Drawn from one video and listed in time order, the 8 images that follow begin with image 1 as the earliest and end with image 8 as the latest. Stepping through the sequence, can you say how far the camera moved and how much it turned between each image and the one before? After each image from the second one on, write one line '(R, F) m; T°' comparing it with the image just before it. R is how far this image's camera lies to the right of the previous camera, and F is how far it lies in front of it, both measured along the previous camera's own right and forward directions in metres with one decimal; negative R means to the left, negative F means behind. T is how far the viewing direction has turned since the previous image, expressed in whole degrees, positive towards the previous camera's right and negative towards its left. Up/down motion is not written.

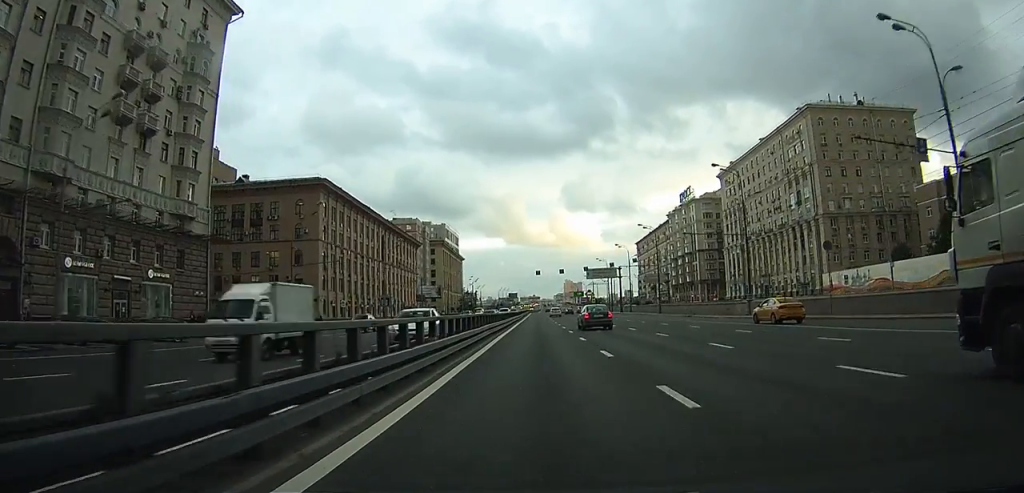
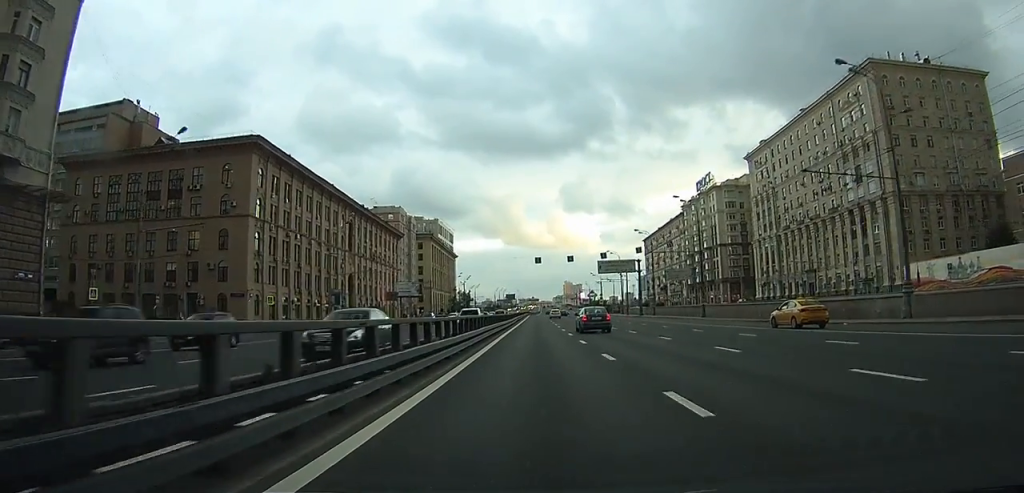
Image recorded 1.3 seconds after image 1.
(0.0, +24.7) m; -1°
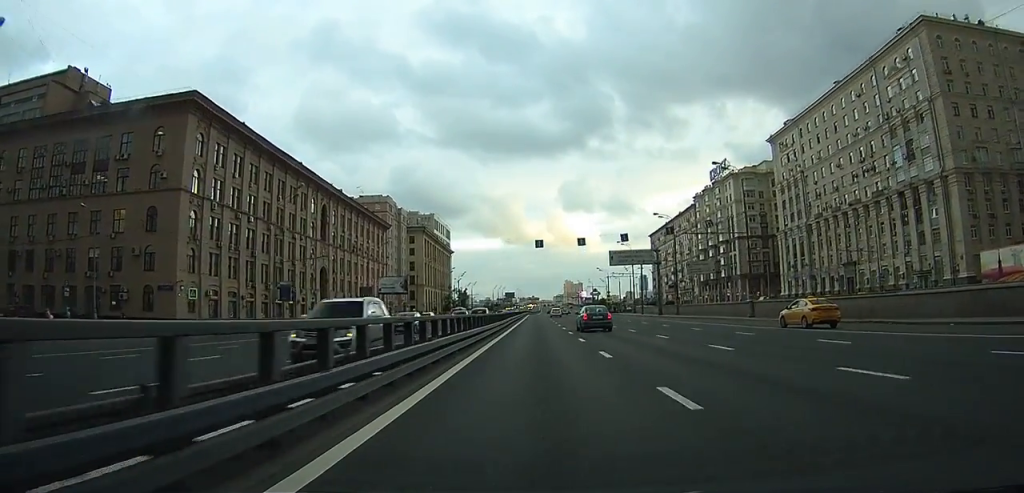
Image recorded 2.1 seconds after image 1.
(-0.2, +15.8) m; 0°
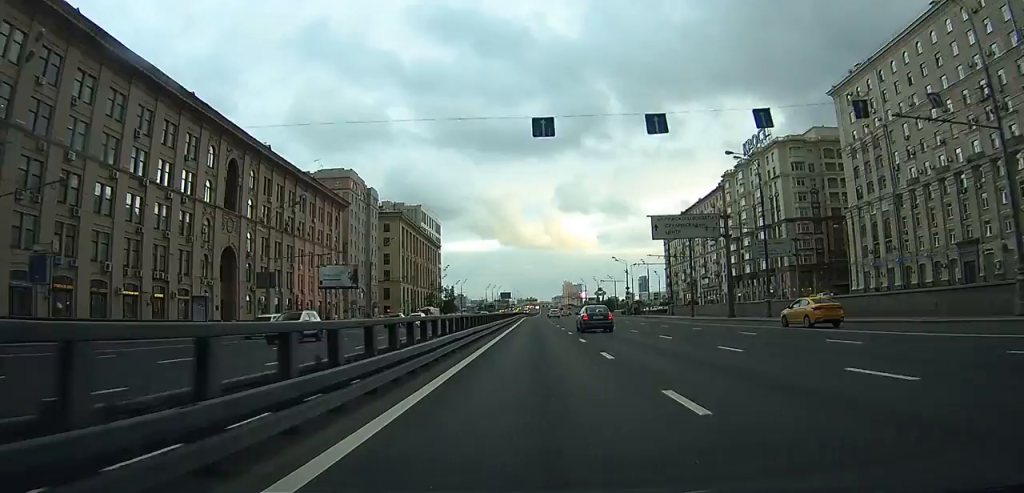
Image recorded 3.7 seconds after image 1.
(+0.3, +33.3) m; +1°
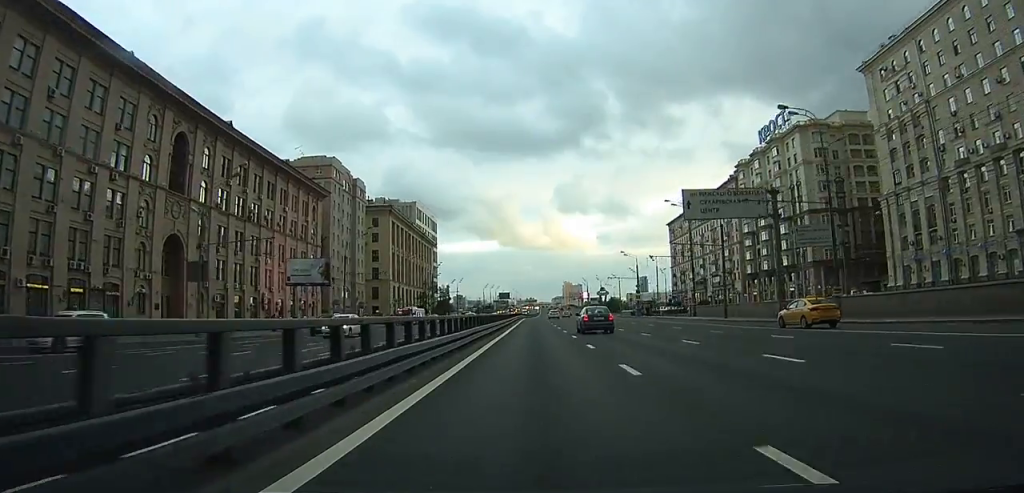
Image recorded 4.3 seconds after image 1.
(0.0, +12.0) m; 0°
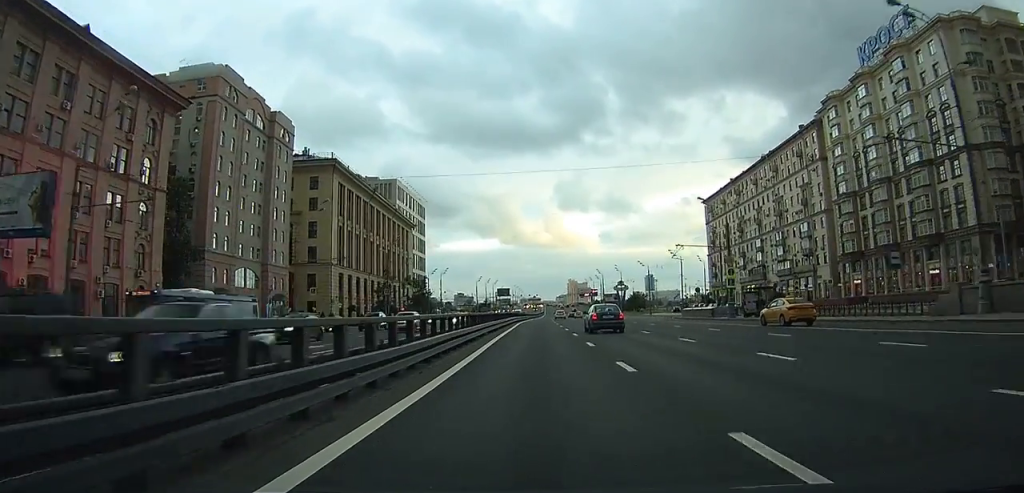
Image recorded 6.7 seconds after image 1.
(0.0, +47.8) m; 0°
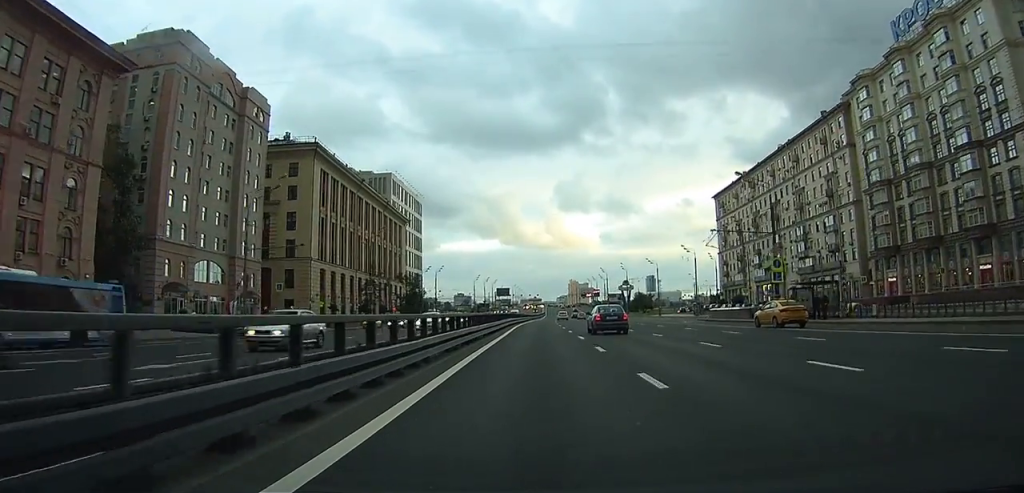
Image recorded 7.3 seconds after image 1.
(0.0, +10.6) m; 0°
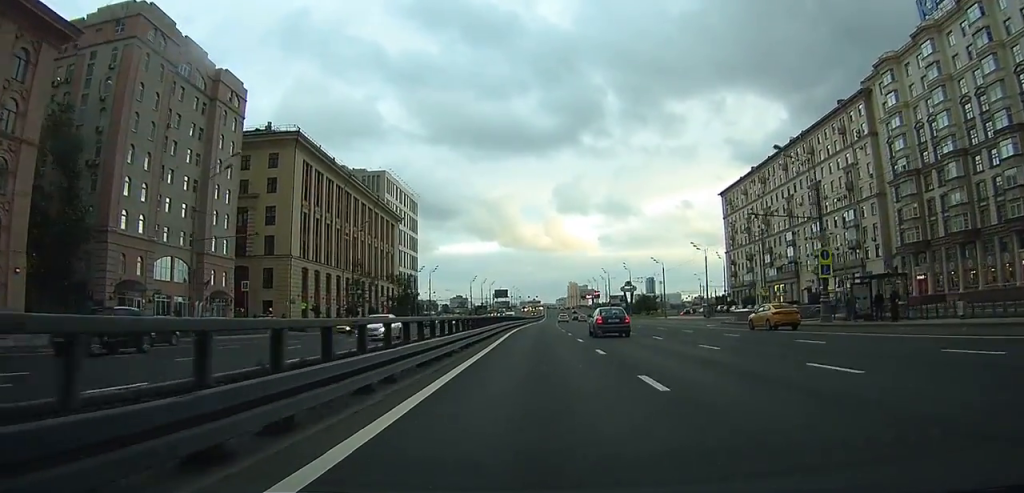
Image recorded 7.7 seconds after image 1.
(-0.1, +8.0) m; 0°
